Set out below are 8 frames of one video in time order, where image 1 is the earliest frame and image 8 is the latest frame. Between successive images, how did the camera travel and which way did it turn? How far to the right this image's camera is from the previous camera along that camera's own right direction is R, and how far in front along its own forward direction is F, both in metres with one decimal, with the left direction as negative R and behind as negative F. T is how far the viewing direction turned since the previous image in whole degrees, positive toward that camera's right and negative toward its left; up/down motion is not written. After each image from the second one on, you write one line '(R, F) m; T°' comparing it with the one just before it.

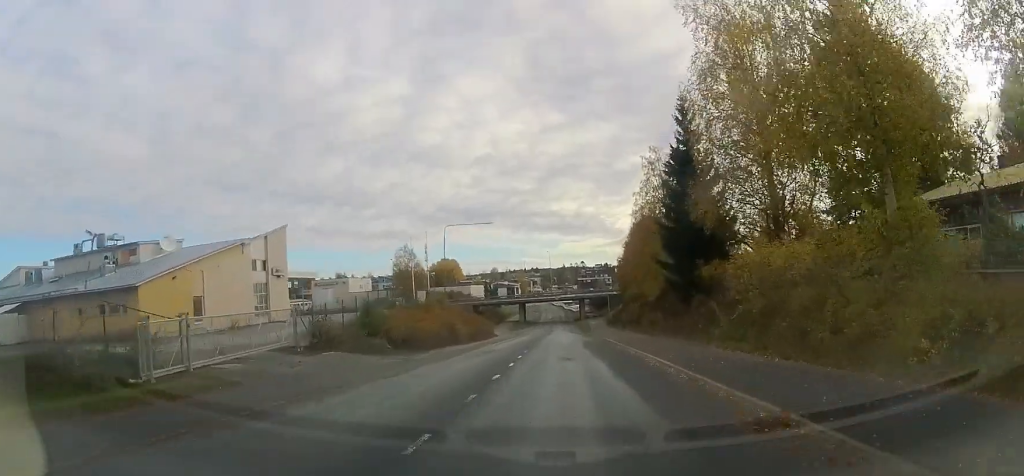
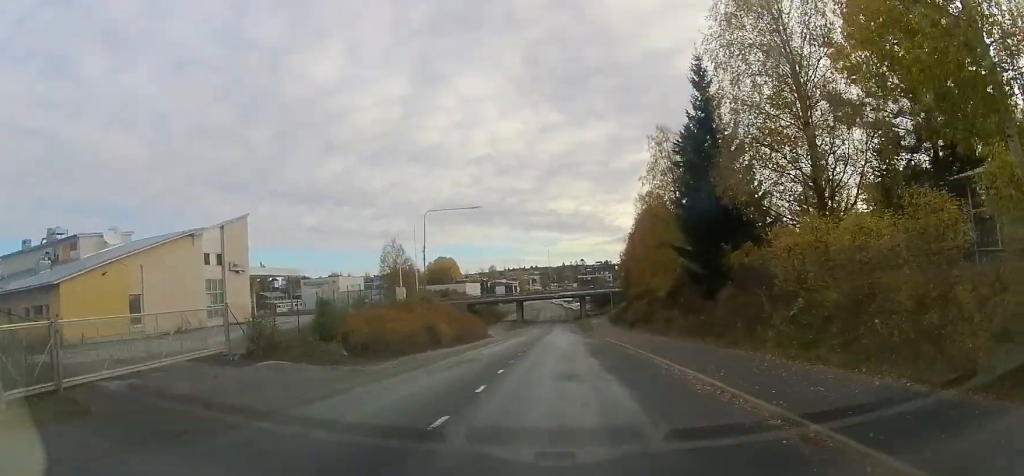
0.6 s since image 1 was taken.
(0.0, +6.4) m; 0°
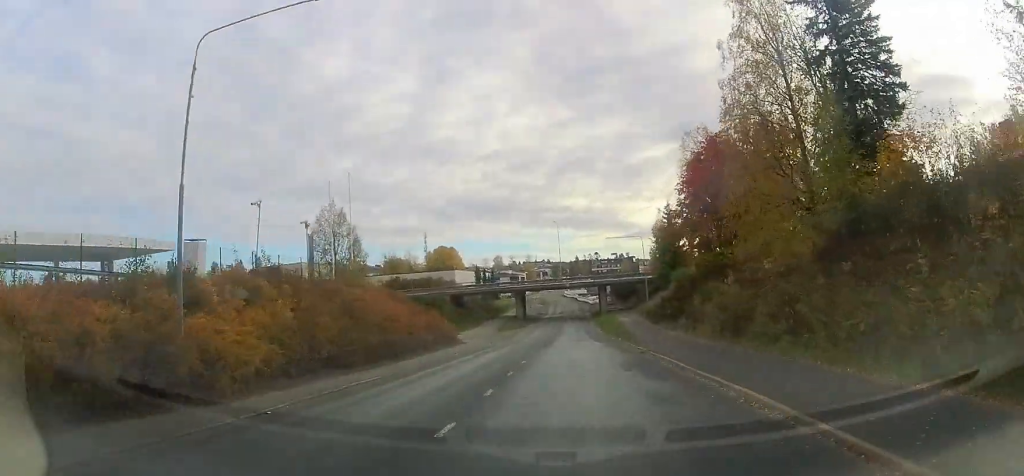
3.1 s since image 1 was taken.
(0.0, +28.3) m; 0°
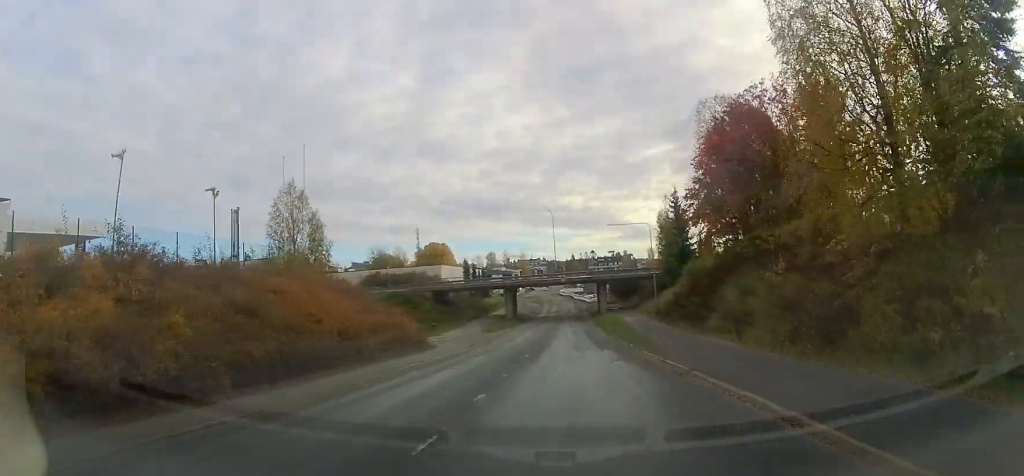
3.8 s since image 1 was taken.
(0.0, +8.8) m; 0°
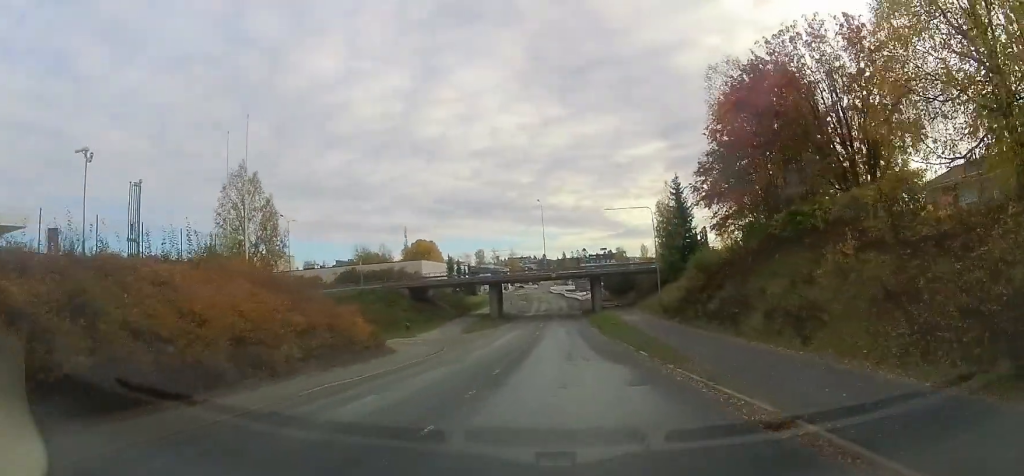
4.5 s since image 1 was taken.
(0.0, +7.3) m; +1°
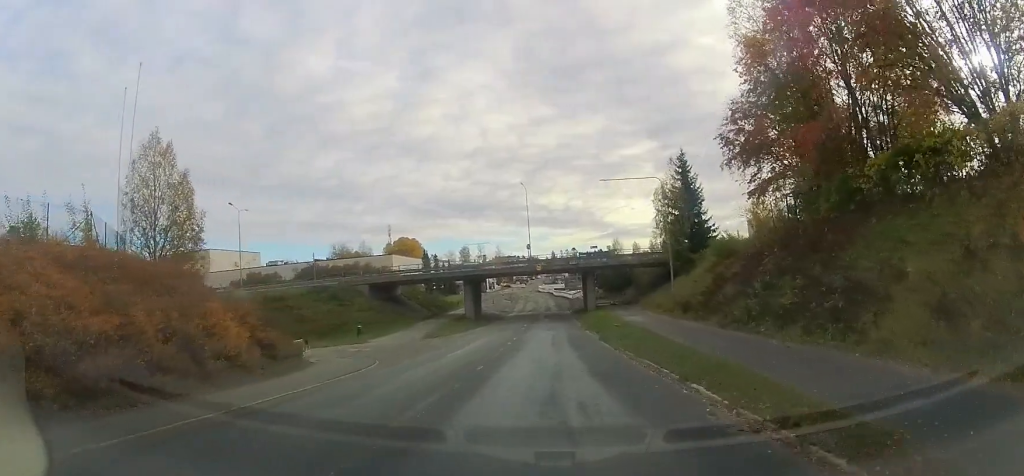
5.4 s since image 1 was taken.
(+0.2, +10.4) m; +2°
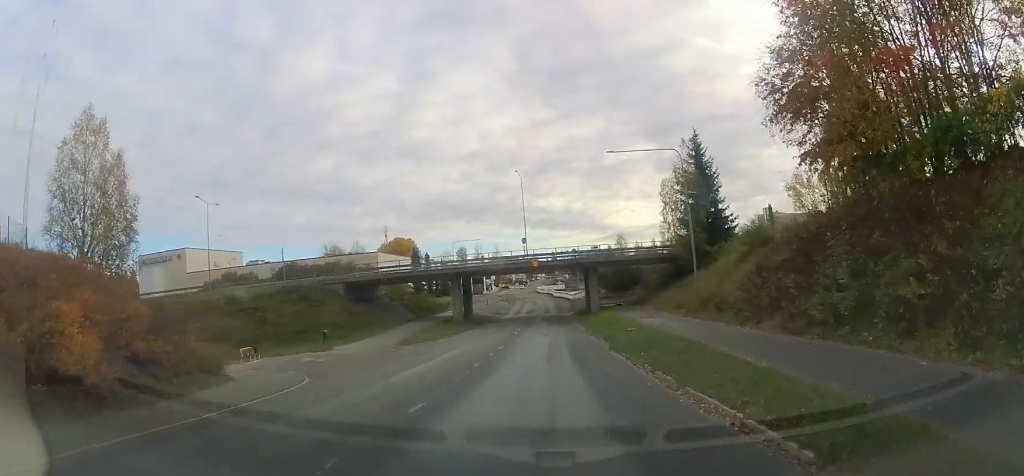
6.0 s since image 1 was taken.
(+0.3, +6.9) m; 0°
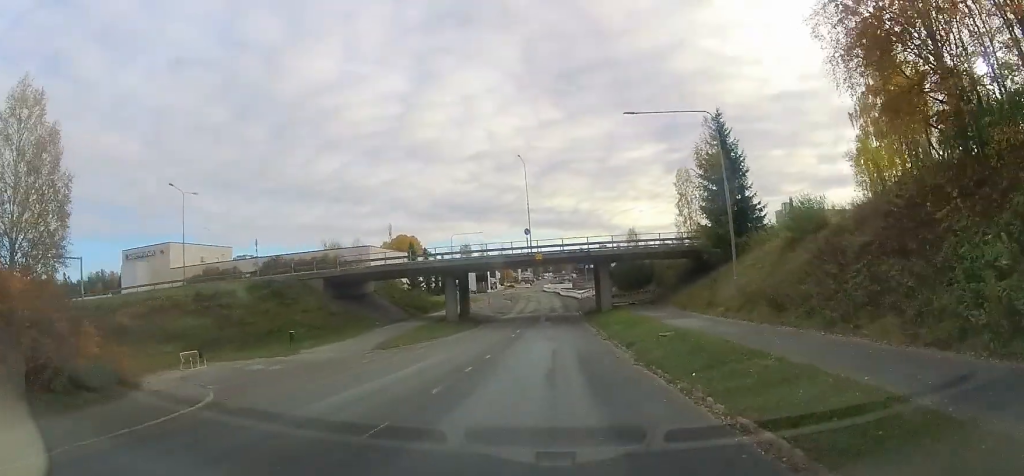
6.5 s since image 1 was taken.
(-0.2, +6.1) m; -1°
